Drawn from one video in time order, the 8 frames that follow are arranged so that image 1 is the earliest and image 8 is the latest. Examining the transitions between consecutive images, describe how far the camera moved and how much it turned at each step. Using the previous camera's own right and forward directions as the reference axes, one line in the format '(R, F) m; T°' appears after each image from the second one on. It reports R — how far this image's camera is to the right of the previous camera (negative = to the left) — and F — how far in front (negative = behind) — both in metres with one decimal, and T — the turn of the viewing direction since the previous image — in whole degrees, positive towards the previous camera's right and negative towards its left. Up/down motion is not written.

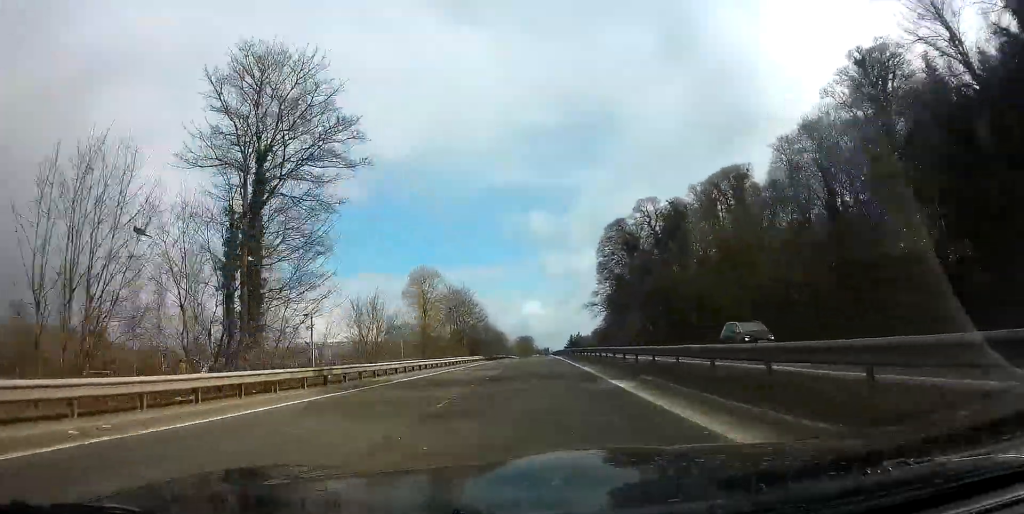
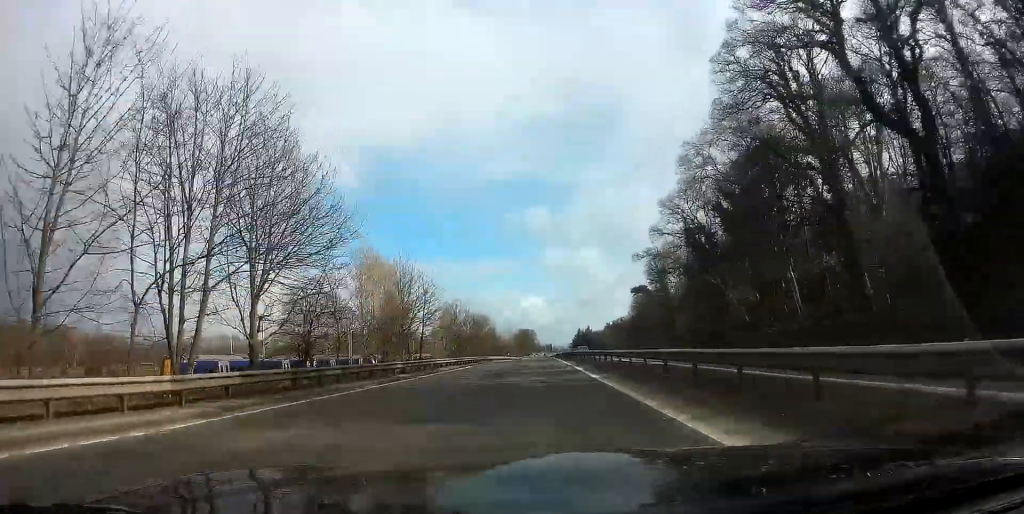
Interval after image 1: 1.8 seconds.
(+0.1, +63.1) m; 0°
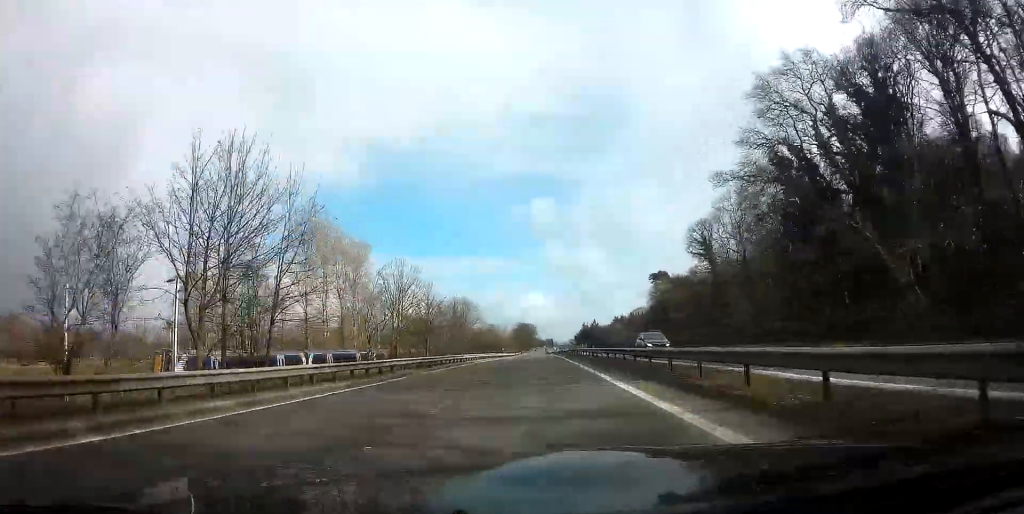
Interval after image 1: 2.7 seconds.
(-0.2, +29.1) m; 0°
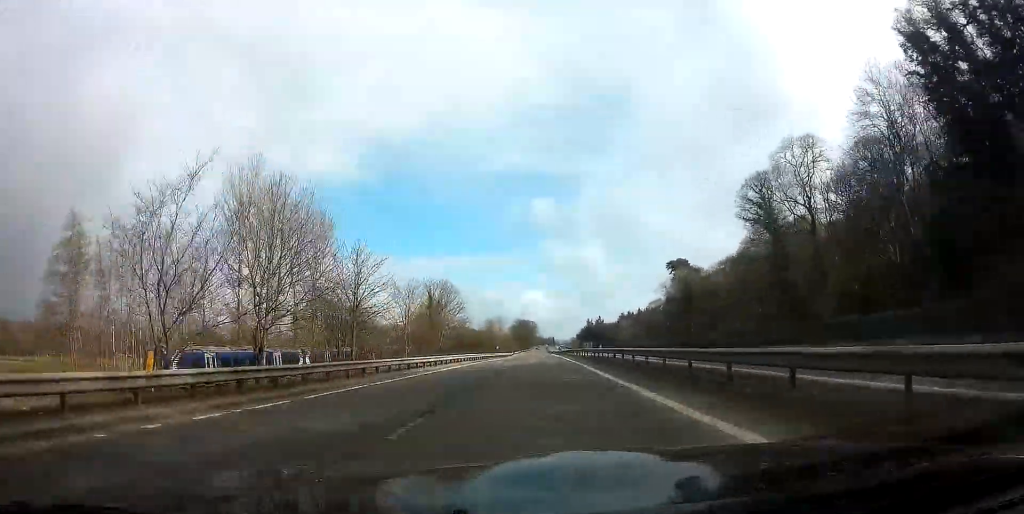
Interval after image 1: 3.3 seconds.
(+0.3, +21.1) m; 0°
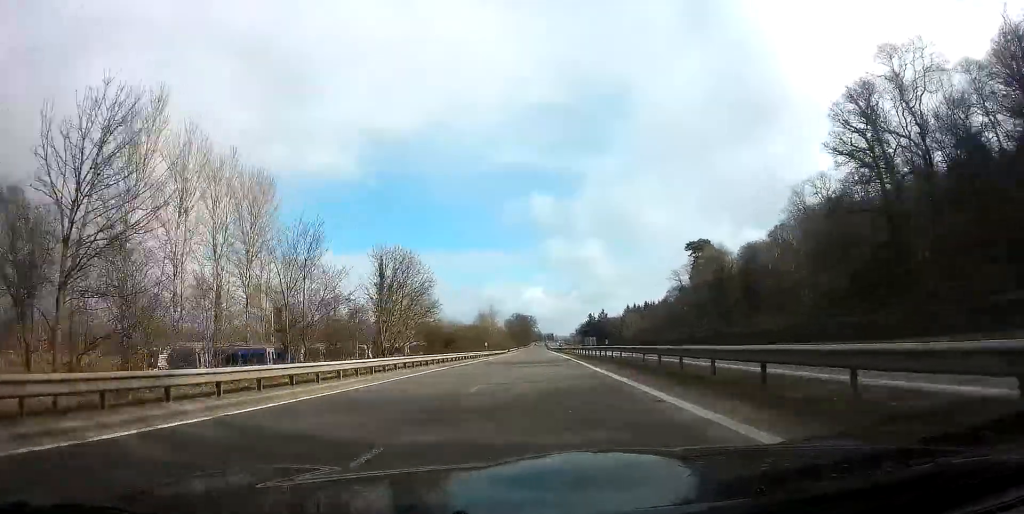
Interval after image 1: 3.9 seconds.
(-0.1, +21.1) m; 0°
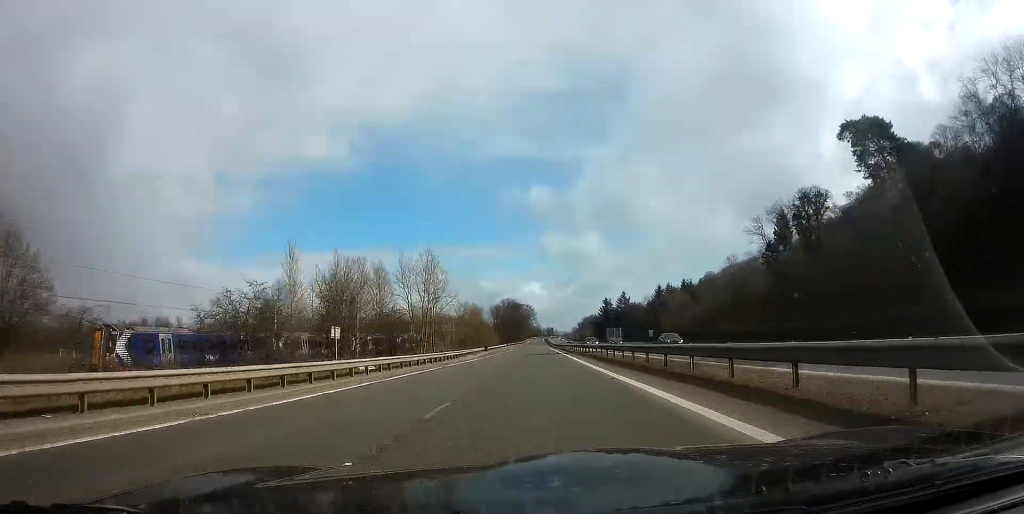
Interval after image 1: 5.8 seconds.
(0.0, +68.9) m; 0°
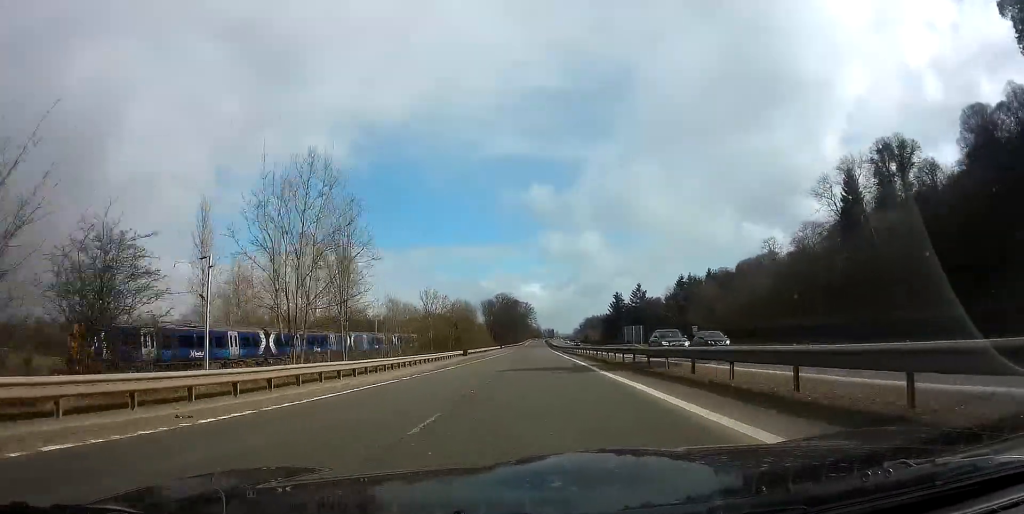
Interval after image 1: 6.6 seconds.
(-0.3, +28.7) m; 0°
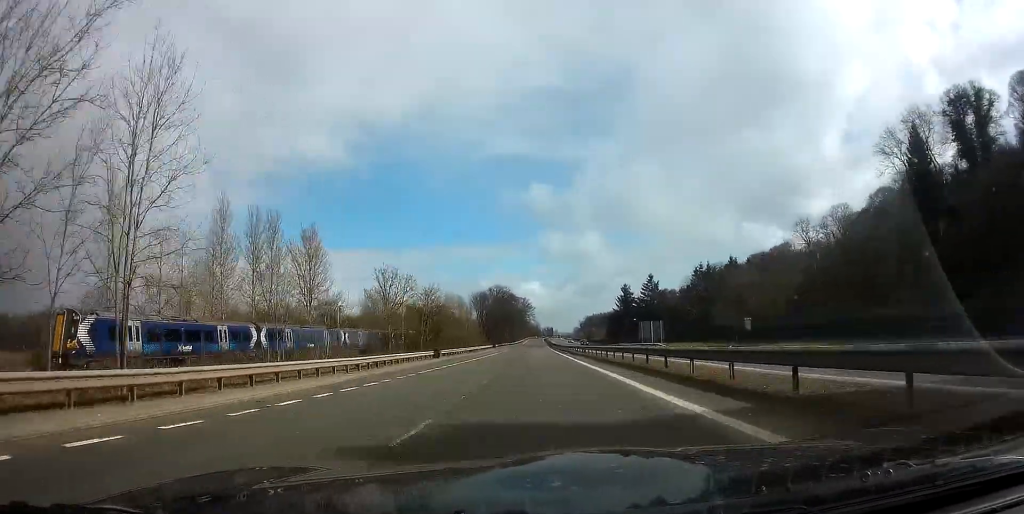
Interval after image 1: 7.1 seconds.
(+0.3, +19.1) m; 0°
